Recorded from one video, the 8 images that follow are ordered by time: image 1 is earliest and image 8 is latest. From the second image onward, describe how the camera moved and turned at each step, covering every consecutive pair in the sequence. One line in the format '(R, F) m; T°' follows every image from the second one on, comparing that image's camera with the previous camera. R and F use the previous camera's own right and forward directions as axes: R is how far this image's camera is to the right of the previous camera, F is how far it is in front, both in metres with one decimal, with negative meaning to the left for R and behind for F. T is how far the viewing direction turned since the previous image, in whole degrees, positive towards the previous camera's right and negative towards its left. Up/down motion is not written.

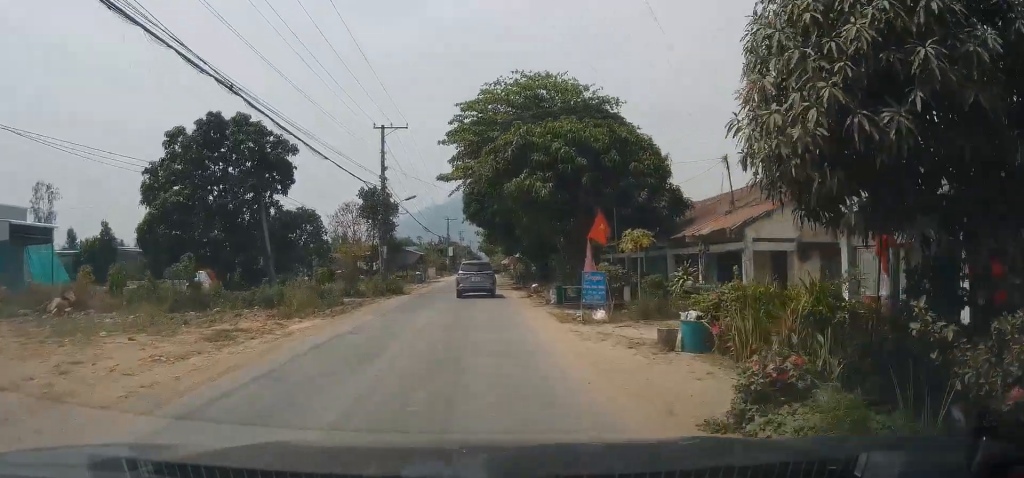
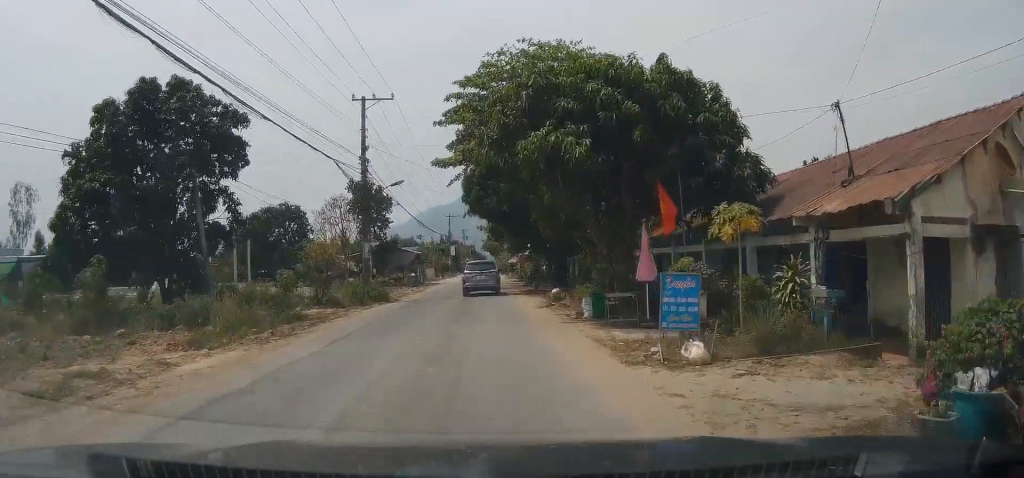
(+0.1, +6.2) m; 0°
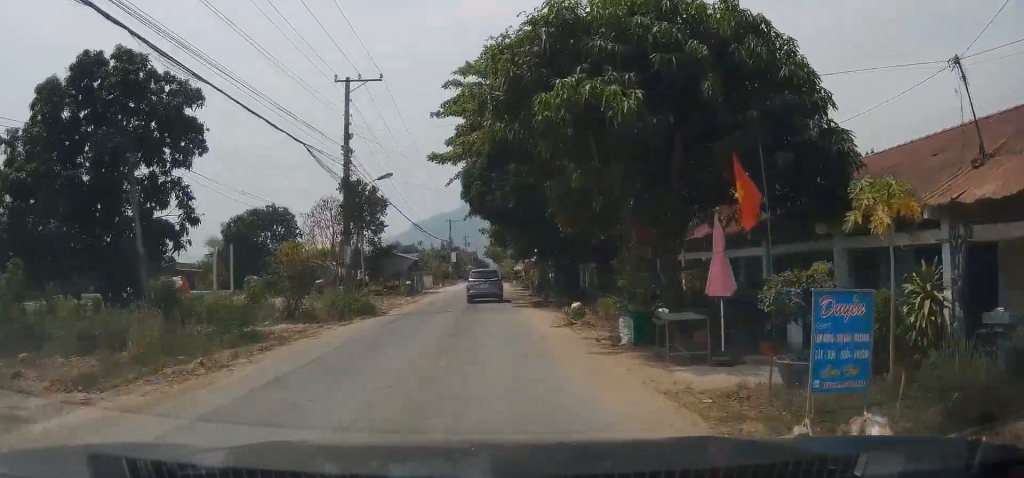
(+0.1, +4.0) m; -2°
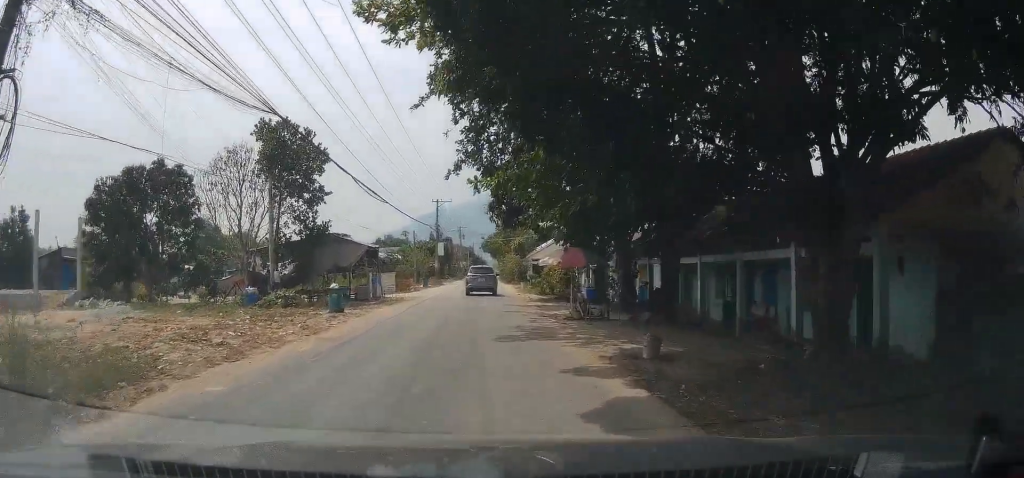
(-0.8, +19.5) m; -1°
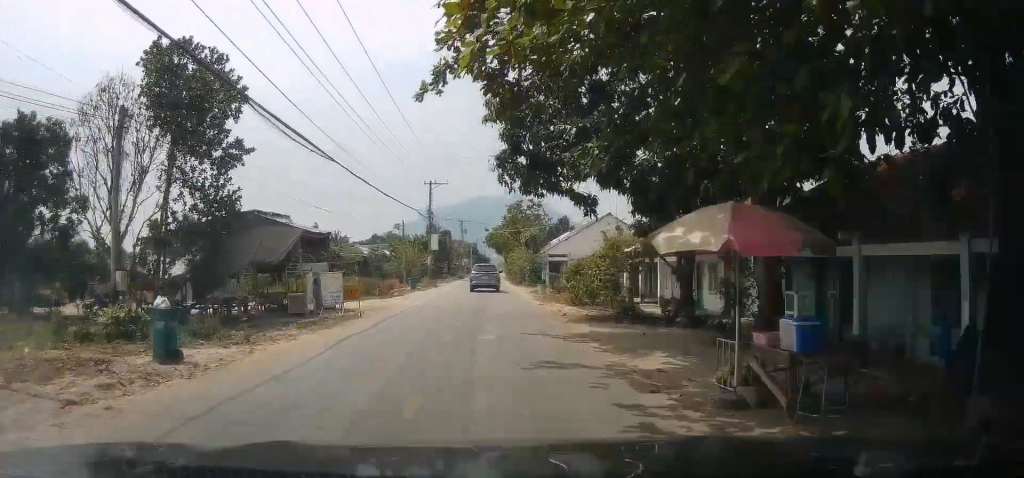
(+0.2, +12.1) m; -1°
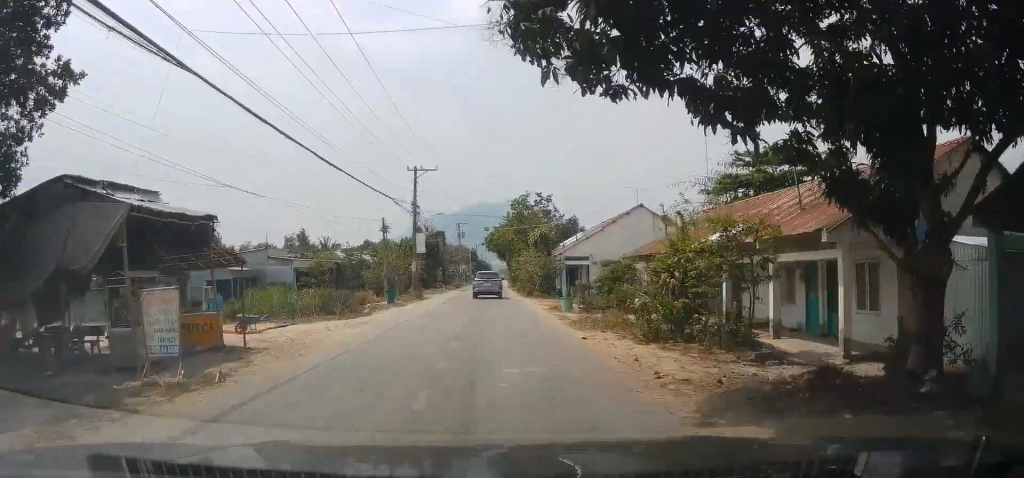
(-0.4, +10.9) m; -1°
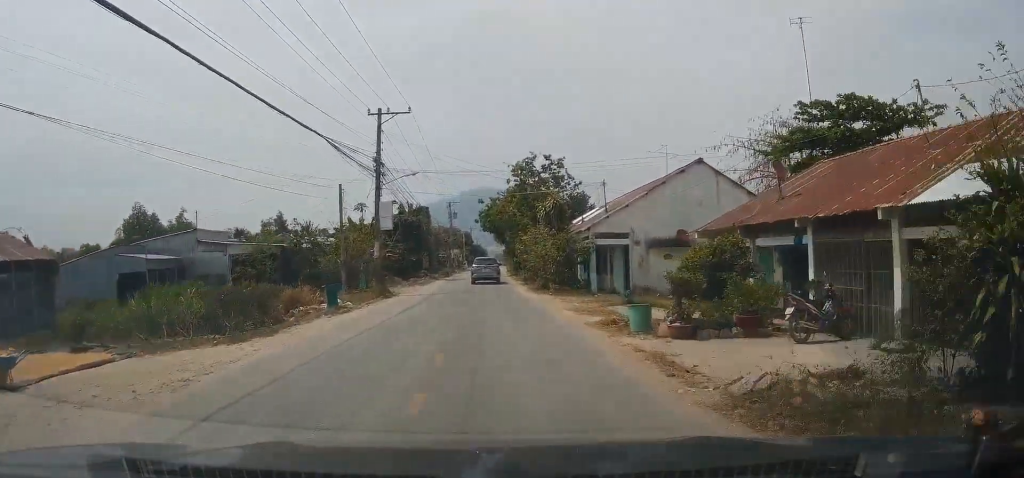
(+0.3, +12.2) m; 0°
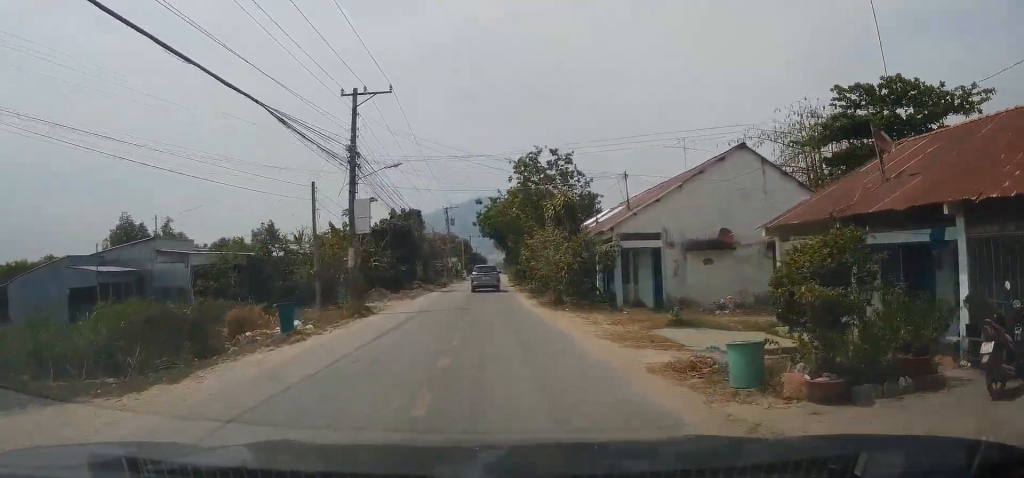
(-0.1, +5.6) m; 0°
